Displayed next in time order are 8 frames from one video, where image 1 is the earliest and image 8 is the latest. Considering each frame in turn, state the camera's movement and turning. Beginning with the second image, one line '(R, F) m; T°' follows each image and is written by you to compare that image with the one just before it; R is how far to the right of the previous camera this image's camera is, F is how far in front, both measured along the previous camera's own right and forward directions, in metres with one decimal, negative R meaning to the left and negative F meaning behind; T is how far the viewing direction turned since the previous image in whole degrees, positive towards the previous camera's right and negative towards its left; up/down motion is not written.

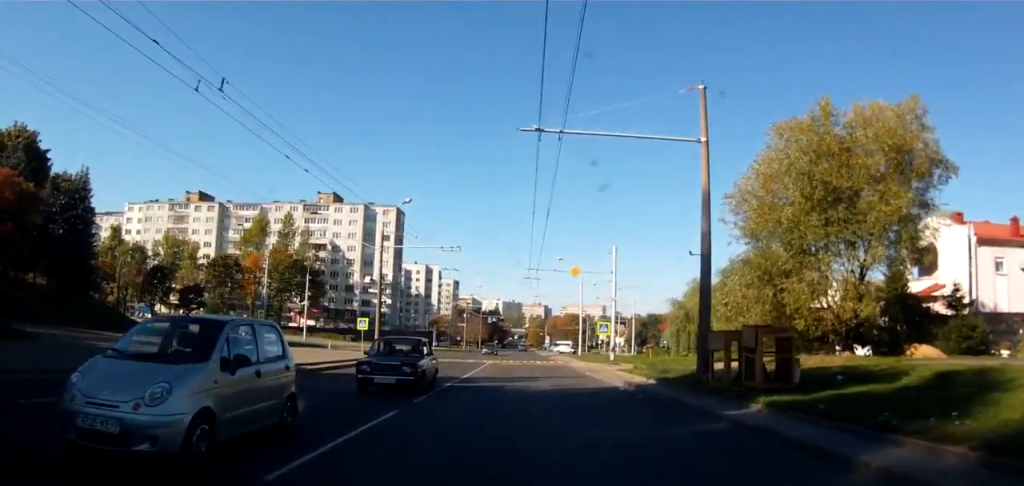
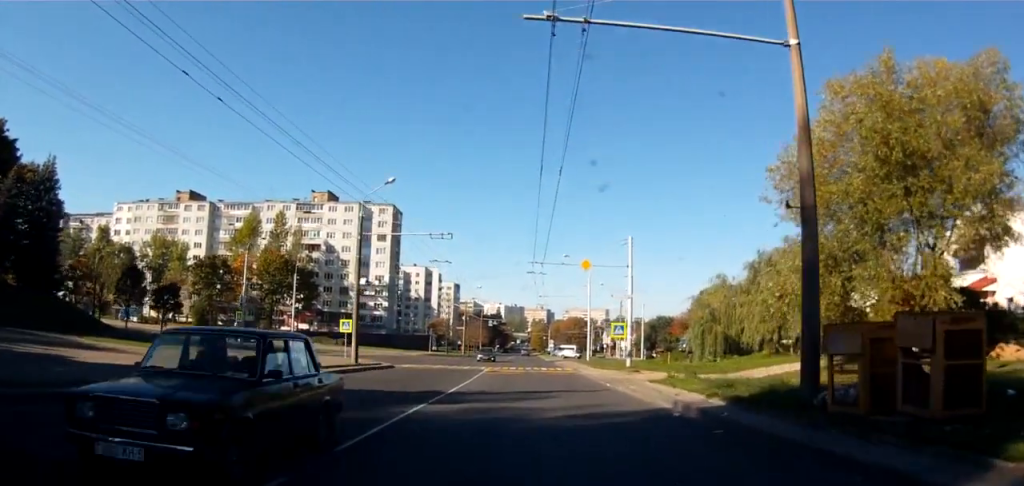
(-0.2, +6.5) m; -3°
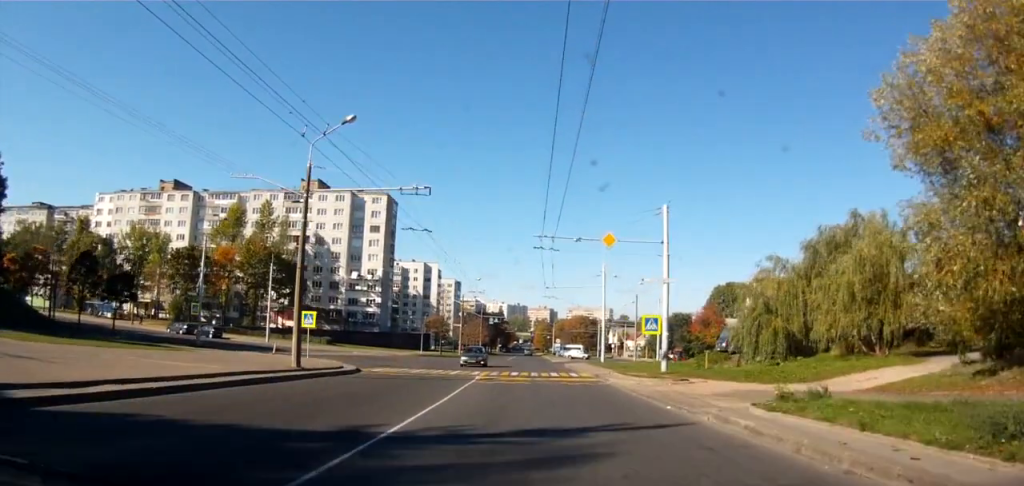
(-0.4, +10.5) m; +1°
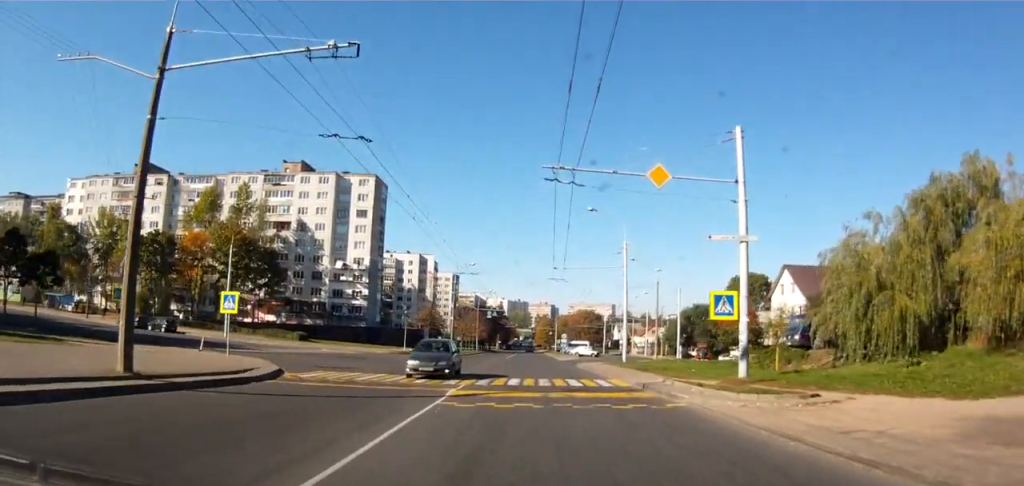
(+0.8, +11.5) m; +4°
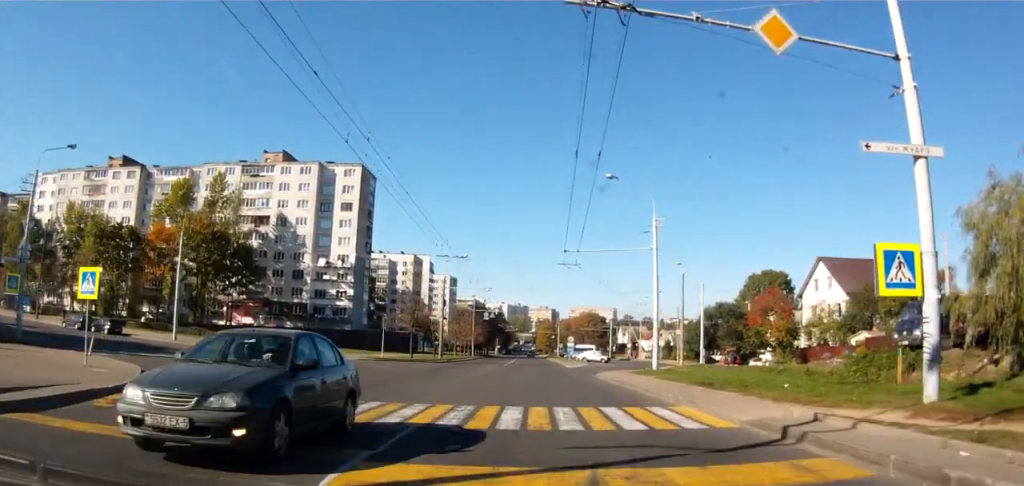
(-0.3, +10.4) m; -2°
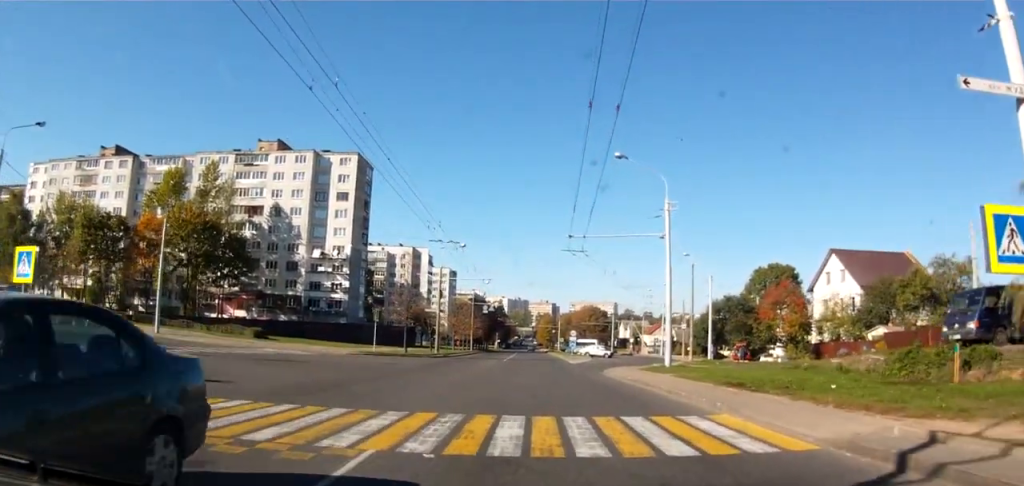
(0.0, +3.1) m; -1°
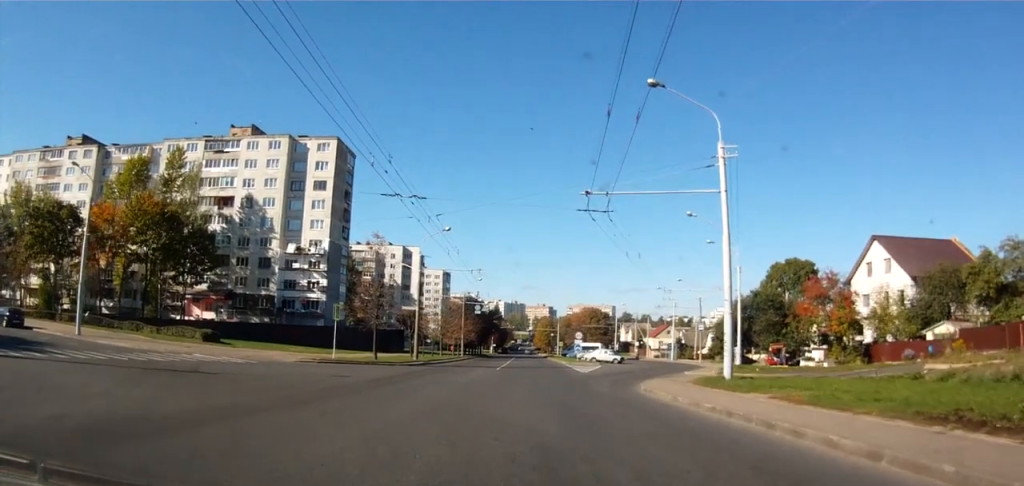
(-0.4, +12.6) m; +1°
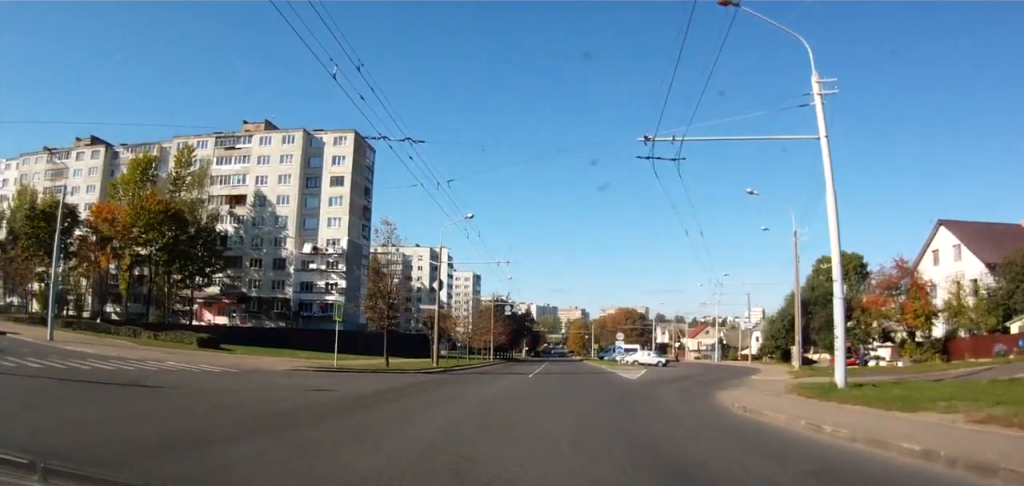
(+0.5, +6.7) m; +2°
